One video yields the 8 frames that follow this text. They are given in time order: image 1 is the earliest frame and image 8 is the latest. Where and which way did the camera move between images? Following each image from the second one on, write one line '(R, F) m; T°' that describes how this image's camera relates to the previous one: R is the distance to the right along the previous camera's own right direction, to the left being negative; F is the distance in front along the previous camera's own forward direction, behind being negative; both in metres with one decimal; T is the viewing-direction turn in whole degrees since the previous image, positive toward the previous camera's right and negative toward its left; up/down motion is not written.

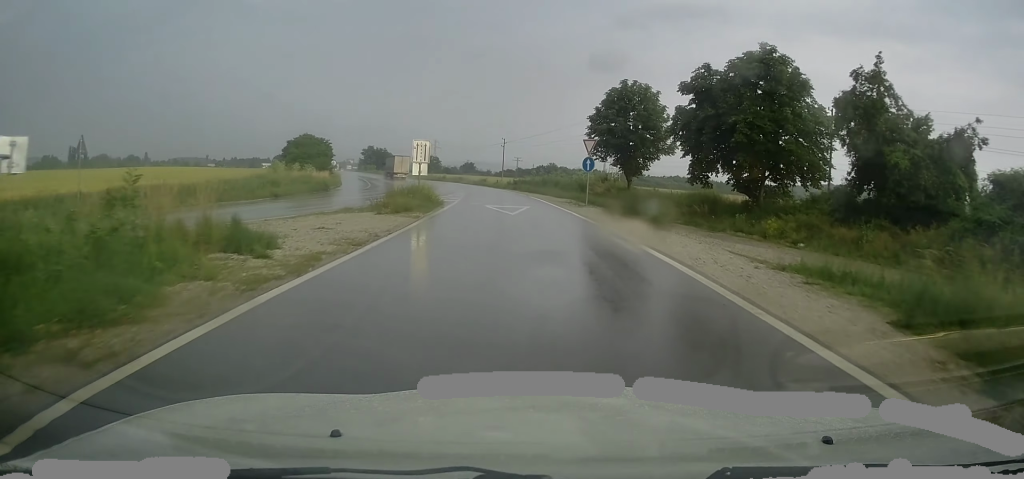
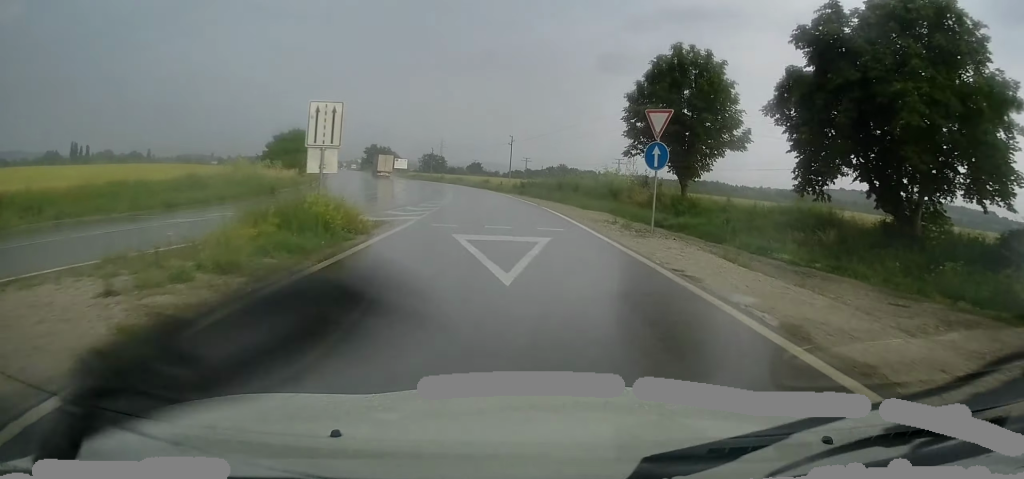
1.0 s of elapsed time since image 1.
(0.0, +13.6) m; -1°
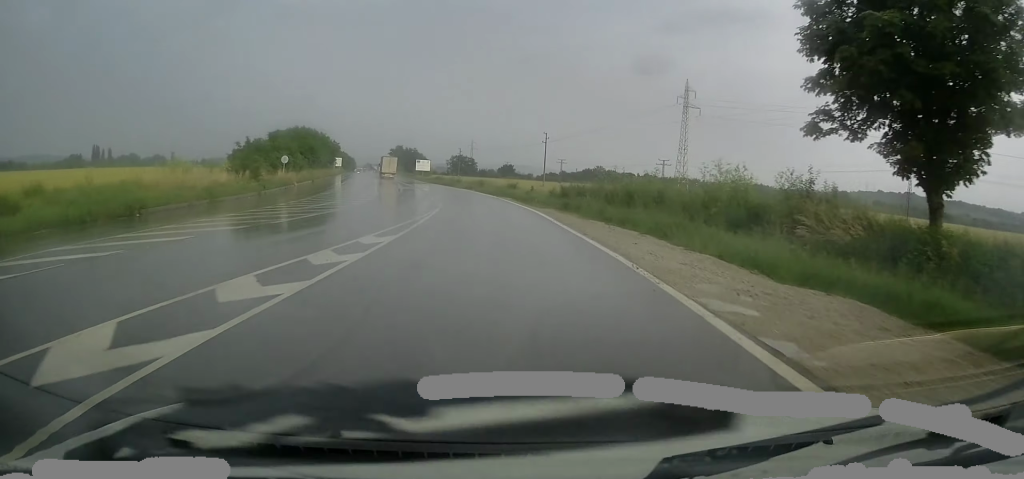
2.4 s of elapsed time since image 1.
(-0.5, +19.0) m; -4°
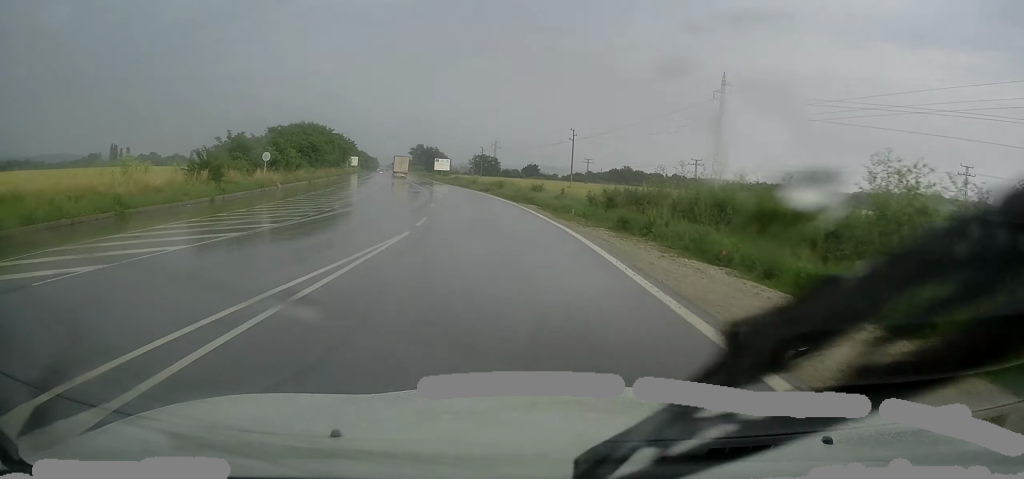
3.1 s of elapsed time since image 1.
(-0.2, +10.1) m; -2°
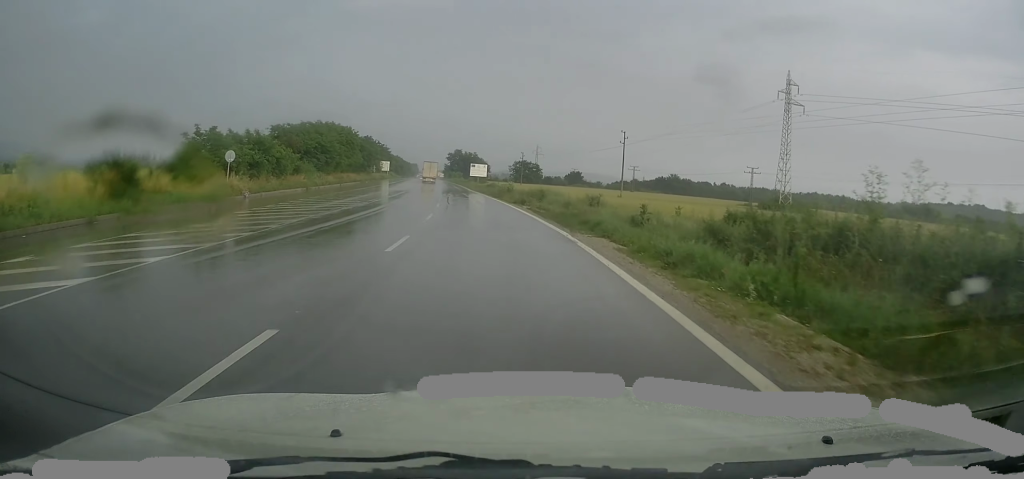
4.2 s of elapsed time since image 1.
(-0.2, +13.5) m; -2°
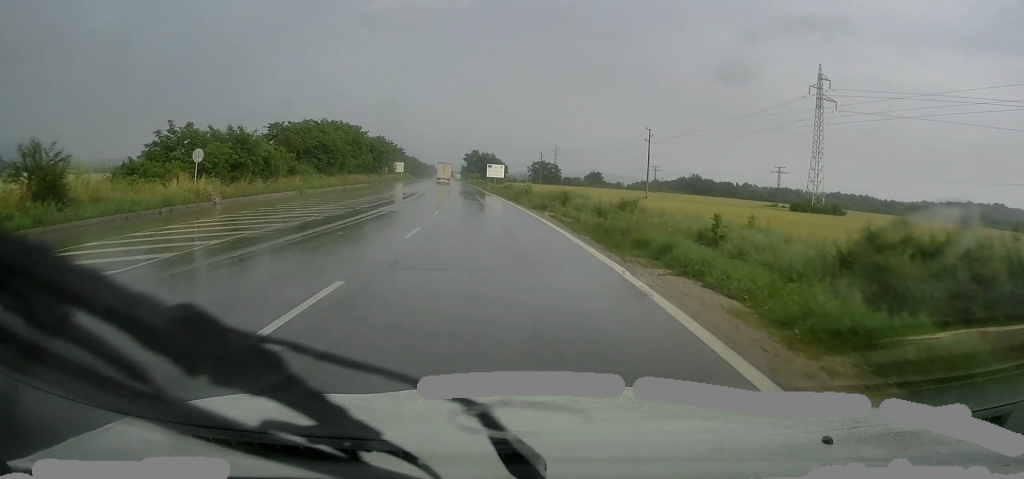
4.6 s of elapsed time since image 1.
(+0.1, +6.2) m; -2°
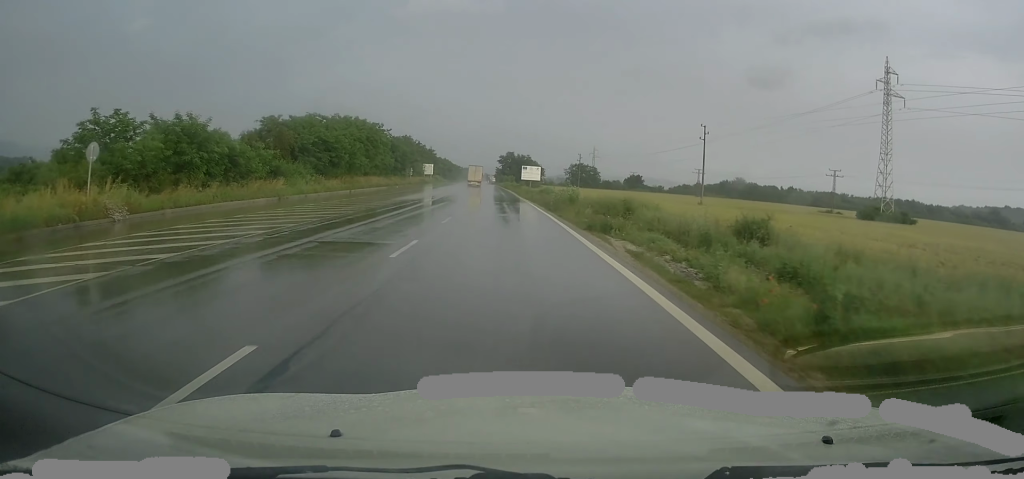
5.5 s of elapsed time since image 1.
(-0.6, +11.5) m; -4°
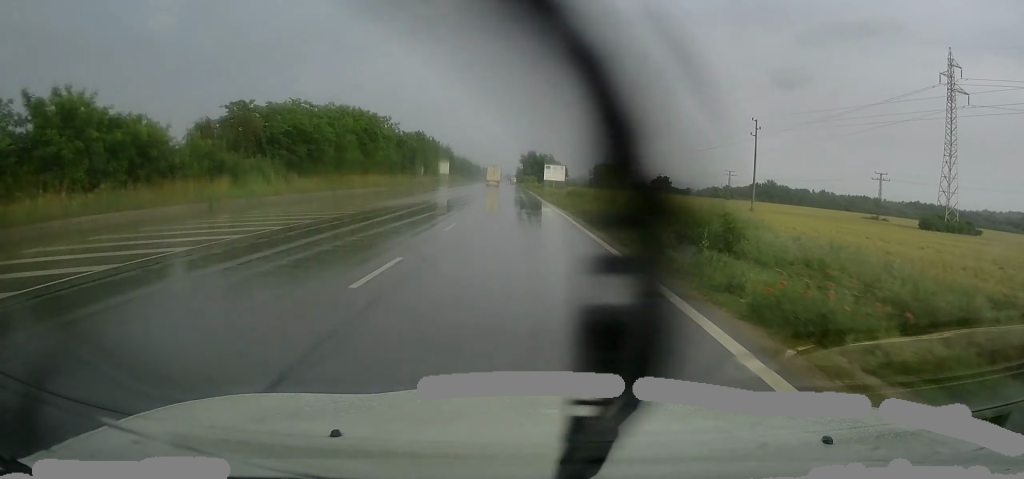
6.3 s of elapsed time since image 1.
(-0.3, +11.7) m; -2°
